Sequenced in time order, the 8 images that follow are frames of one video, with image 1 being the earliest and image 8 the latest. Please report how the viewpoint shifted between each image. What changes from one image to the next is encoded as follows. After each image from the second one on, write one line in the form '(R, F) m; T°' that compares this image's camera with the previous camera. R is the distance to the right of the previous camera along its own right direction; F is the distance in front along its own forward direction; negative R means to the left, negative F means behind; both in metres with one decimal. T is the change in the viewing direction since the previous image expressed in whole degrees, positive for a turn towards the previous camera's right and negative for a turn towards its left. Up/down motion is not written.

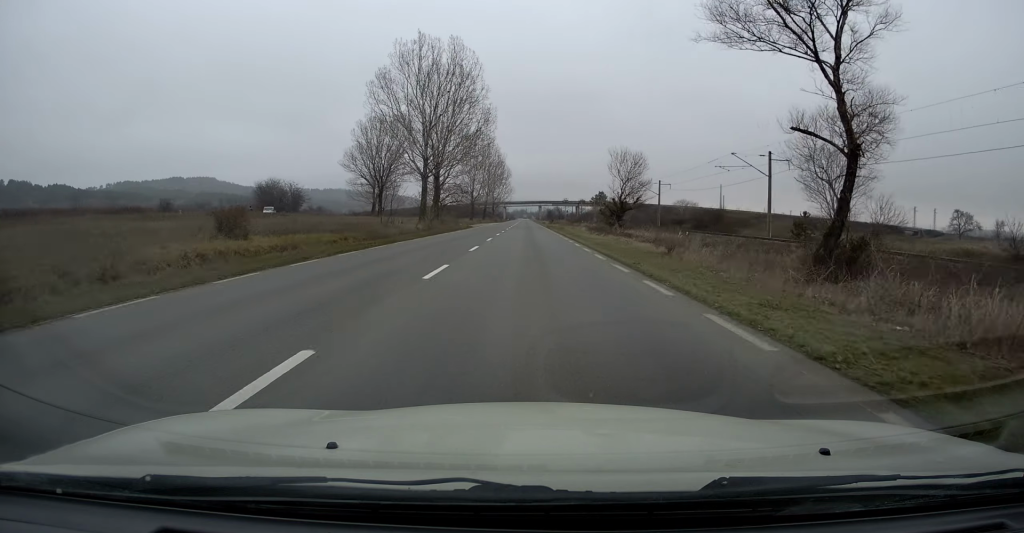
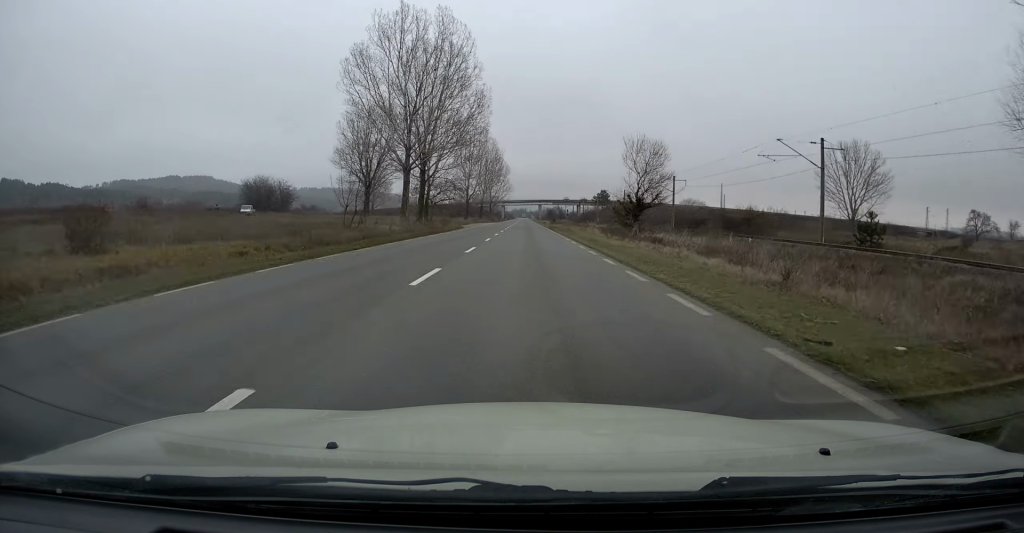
(0.0, +10.5) m; 0°
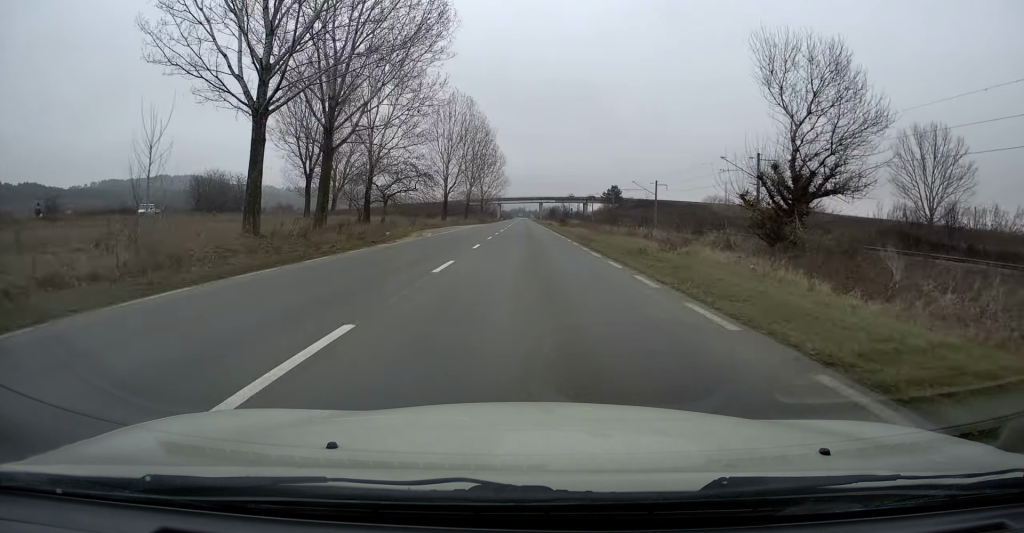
(-0.4, +31.2) m; -1°
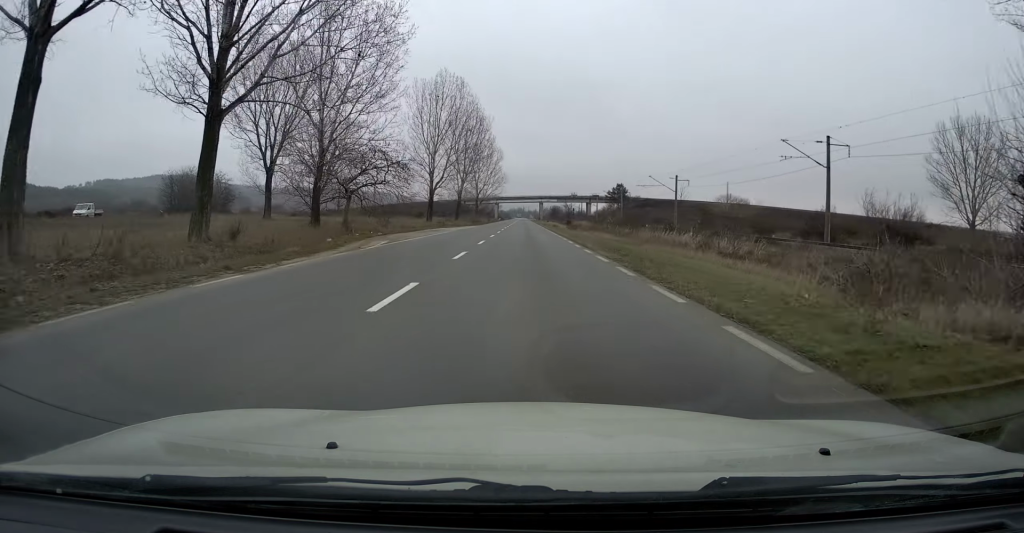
(0.0, +13.3) m; 0°
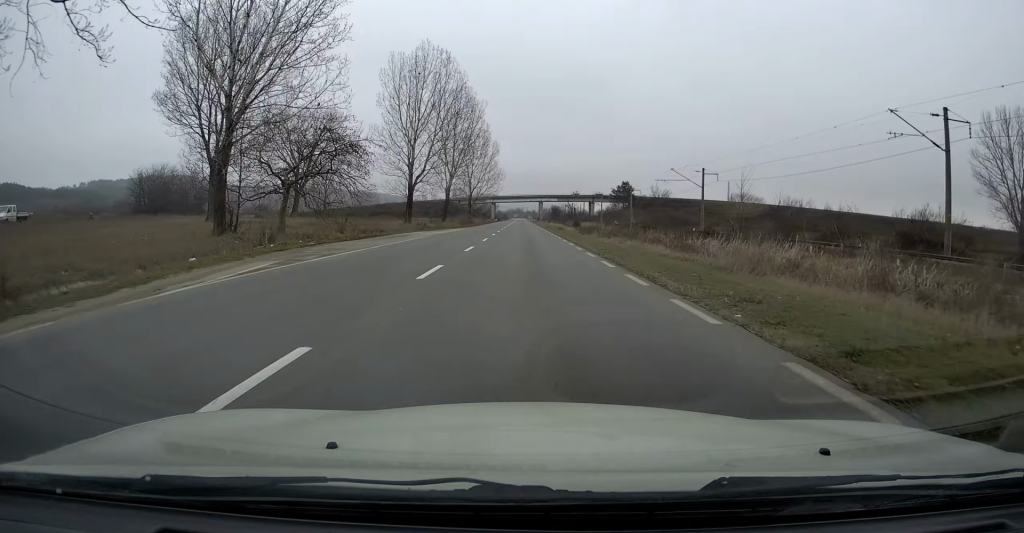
(+0.2, +13.6) m; +1°
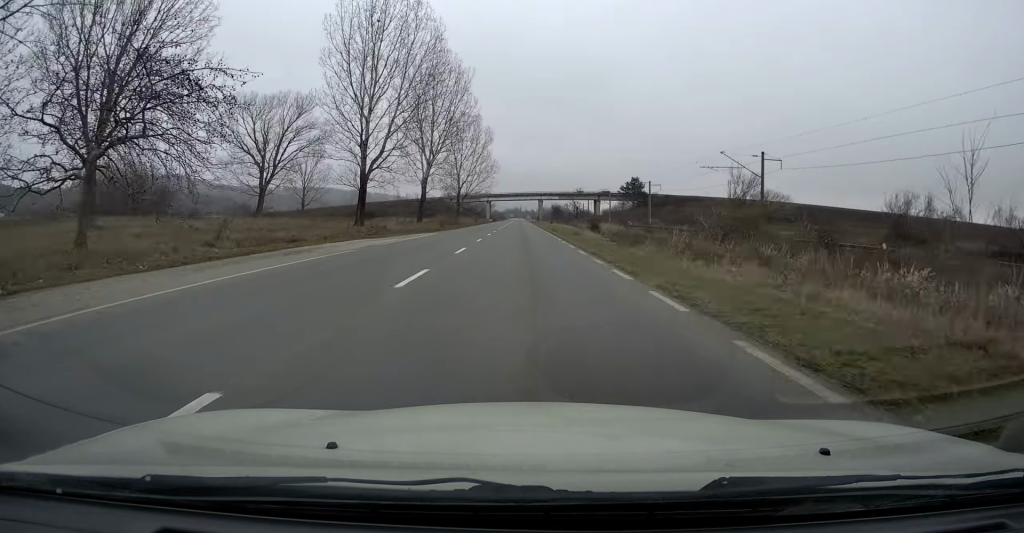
(+0.1, +19.3) m; 0°
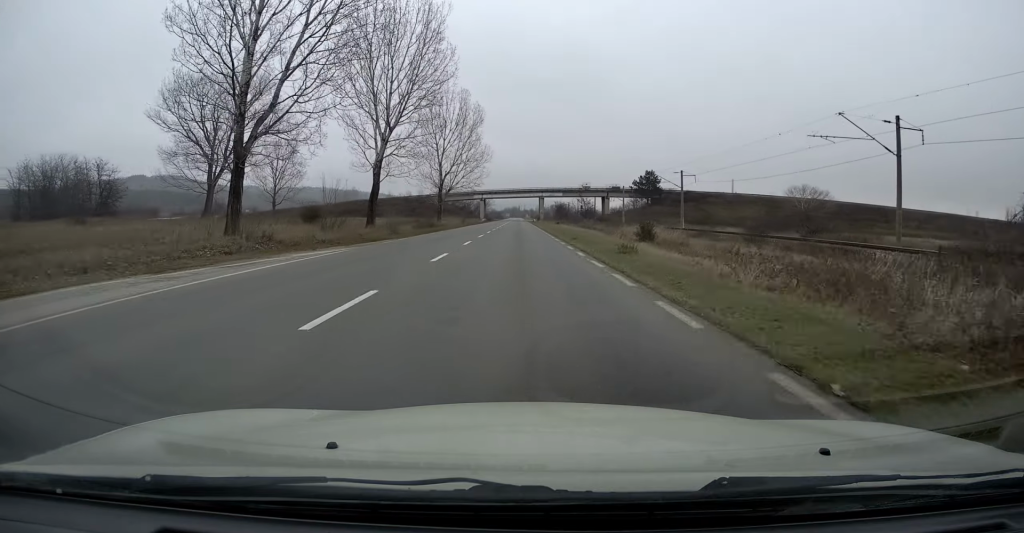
(0.0, +22.3) m; 0°
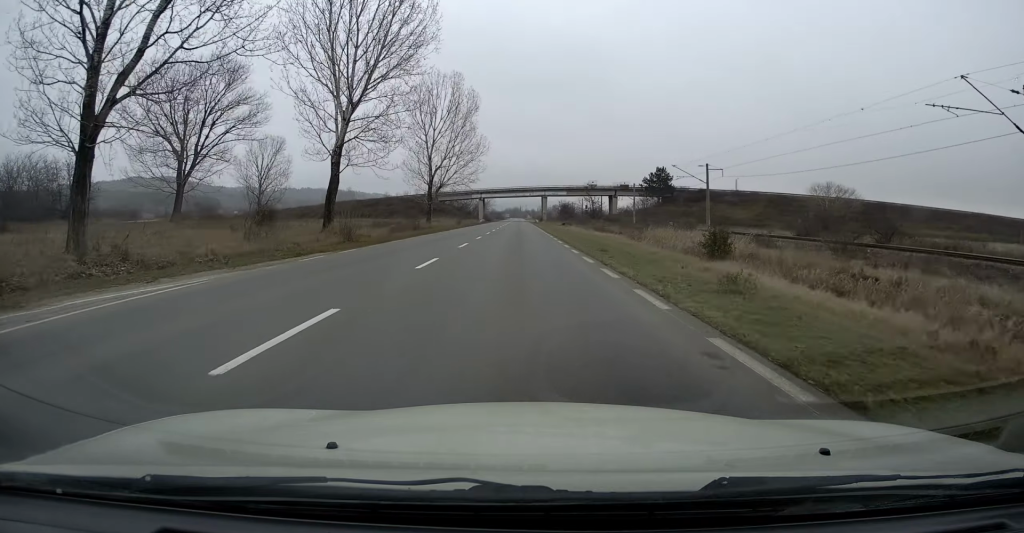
(0.0, +11.4) m; 0°
